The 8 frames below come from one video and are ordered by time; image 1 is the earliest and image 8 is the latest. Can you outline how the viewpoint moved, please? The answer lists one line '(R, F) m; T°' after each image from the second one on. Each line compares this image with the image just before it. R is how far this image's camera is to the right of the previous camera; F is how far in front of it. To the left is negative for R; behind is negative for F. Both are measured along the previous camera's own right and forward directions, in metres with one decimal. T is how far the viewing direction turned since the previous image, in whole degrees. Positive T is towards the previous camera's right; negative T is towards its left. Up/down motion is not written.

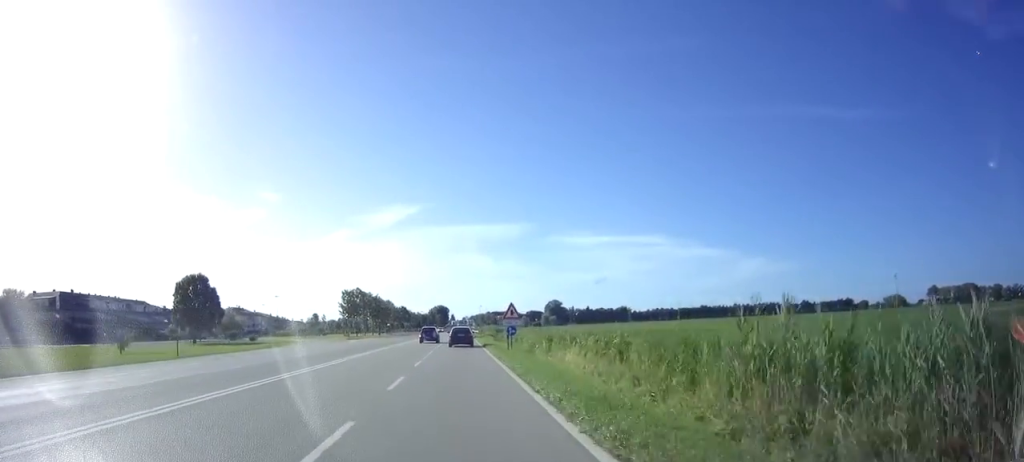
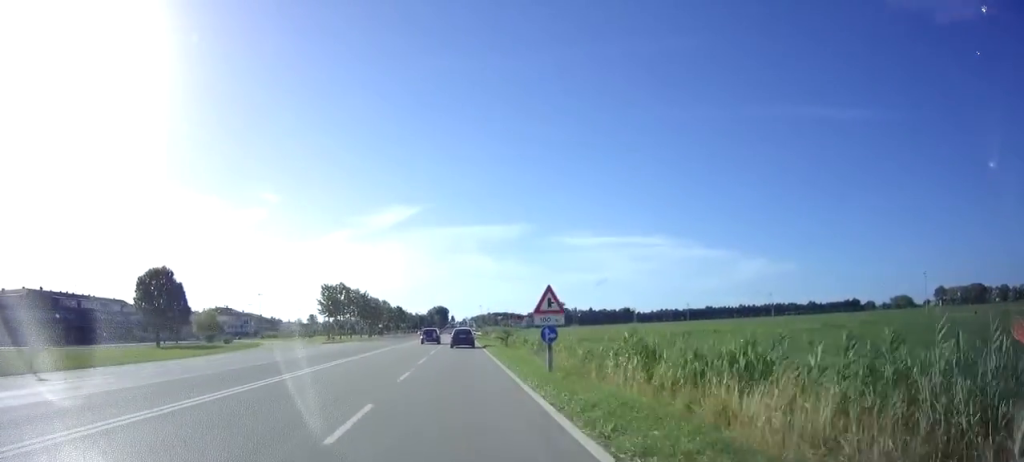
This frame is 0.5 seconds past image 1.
(0.0, +12.7) m; 0°
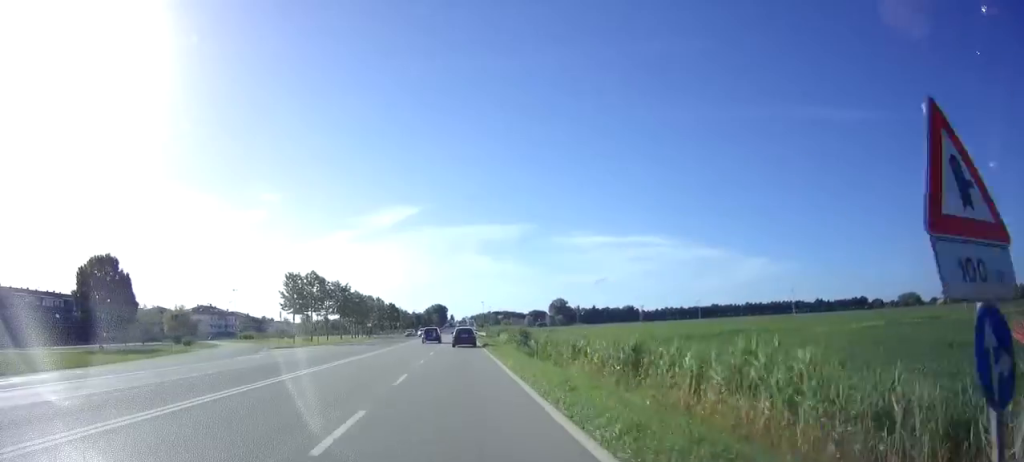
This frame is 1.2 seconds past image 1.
(0.0, +15.2) m; 0°
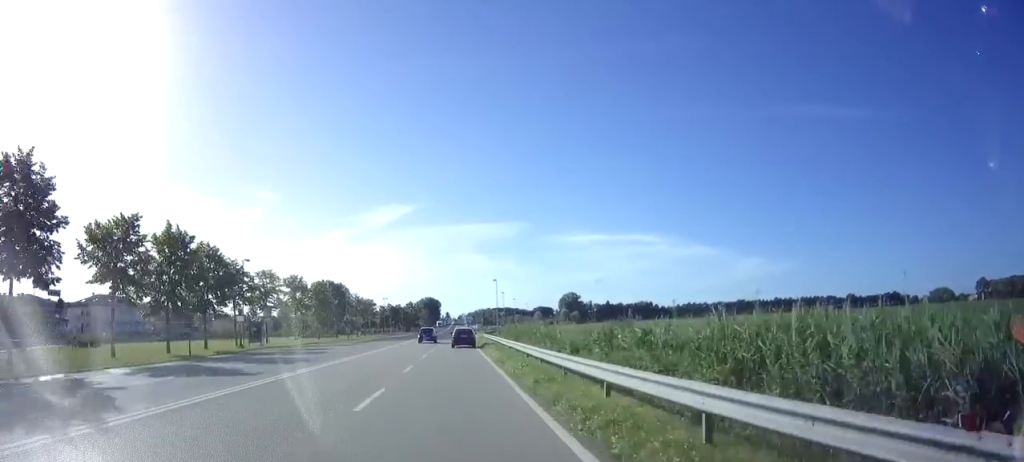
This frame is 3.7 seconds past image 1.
(+0.2, +63.1) m; 0°
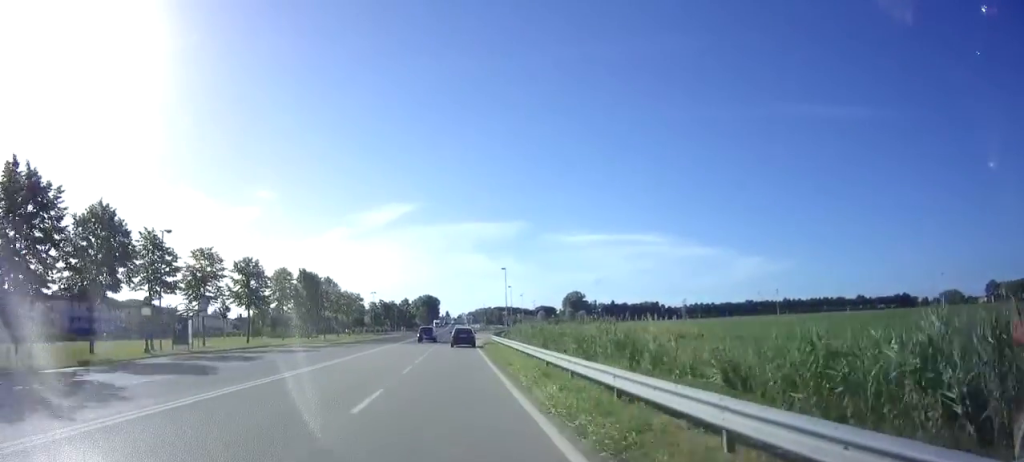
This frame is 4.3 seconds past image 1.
(0.0, +14.9) m; 0°
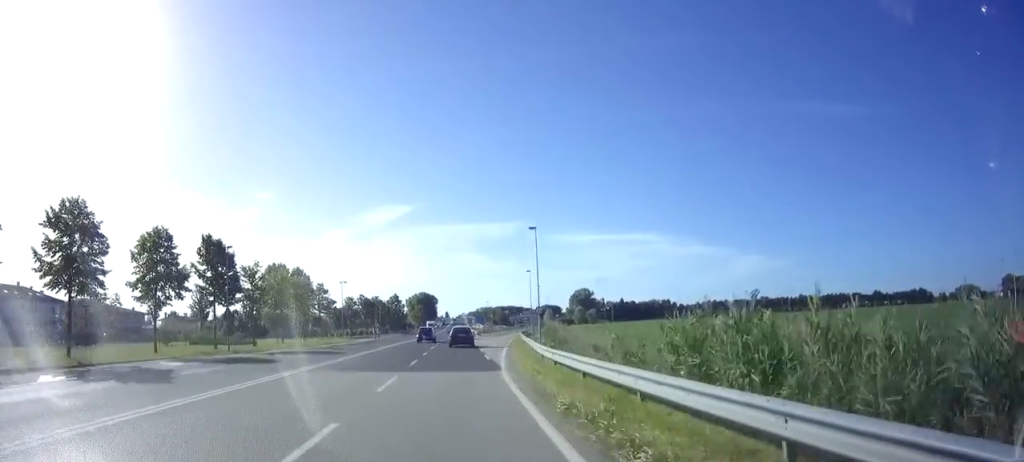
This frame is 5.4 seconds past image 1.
(+0.1, +26.6) m; 0°
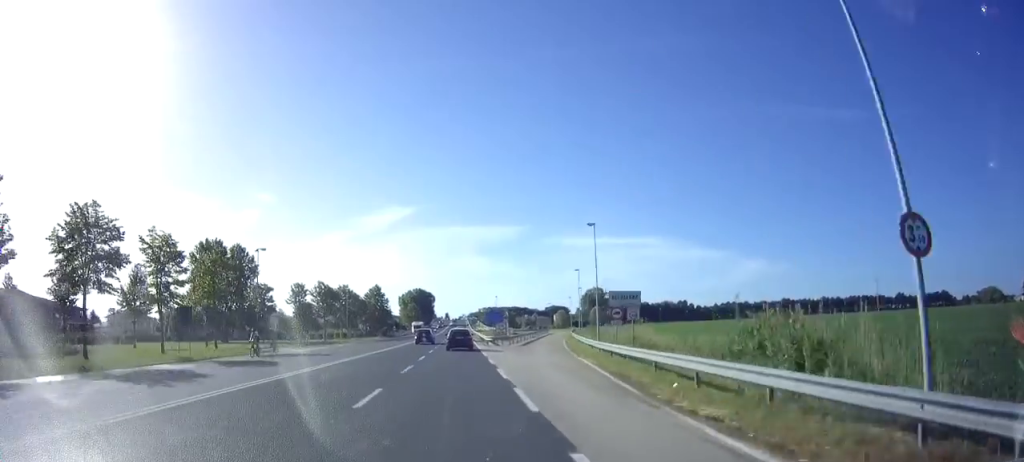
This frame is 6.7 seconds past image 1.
(+0.1, +31.8) m; 0°
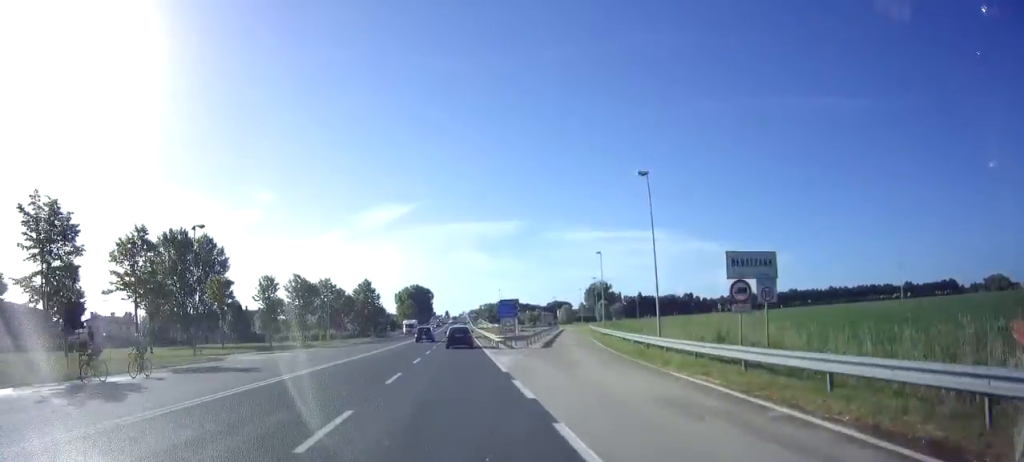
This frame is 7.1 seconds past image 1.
(-0.1, +10.9) m; 0°
